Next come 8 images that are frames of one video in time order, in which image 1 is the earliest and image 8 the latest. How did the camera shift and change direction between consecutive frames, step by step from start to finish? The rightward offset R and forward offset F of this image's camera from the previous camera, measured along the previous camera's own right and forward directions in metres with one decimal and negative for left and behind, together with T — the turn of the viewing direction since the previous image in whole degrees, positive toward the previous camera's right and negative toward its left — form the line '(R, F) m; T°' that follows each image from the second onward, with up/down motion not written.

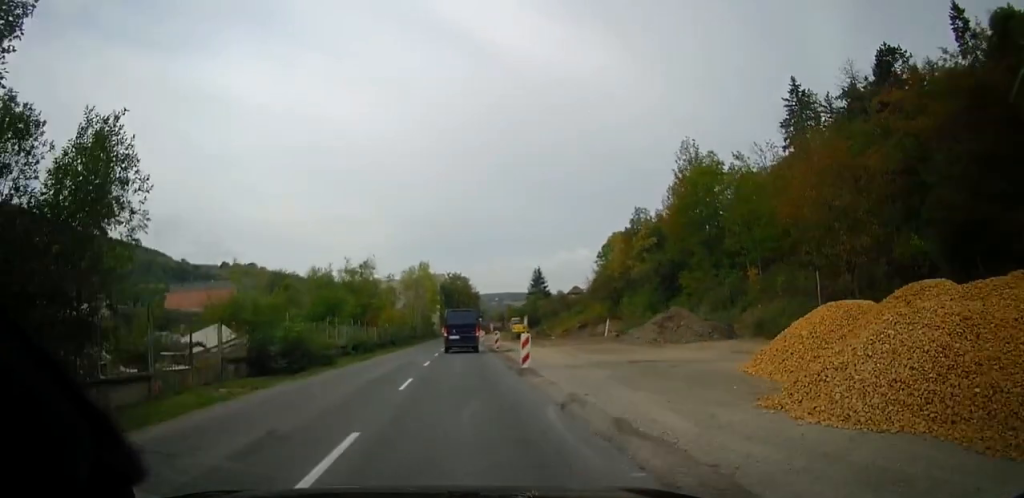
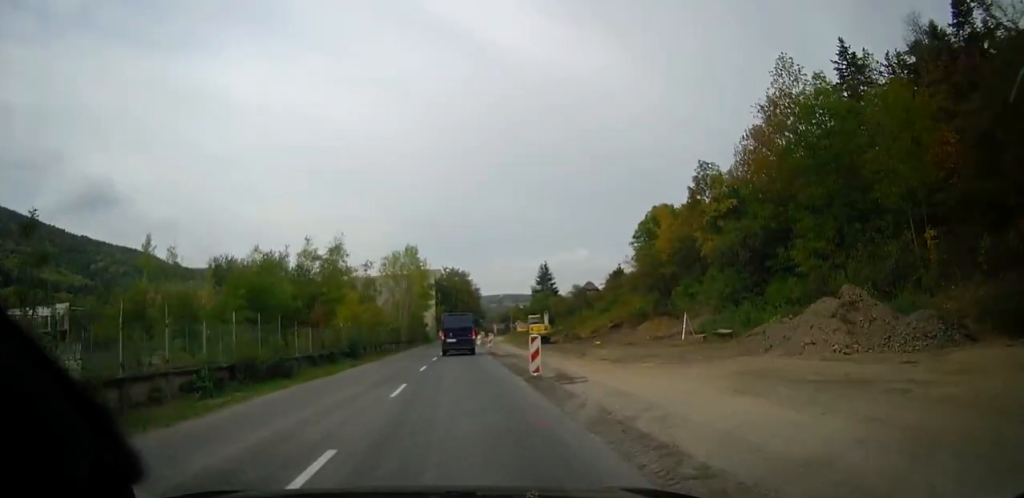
(0.0, +18.7) m; 0°
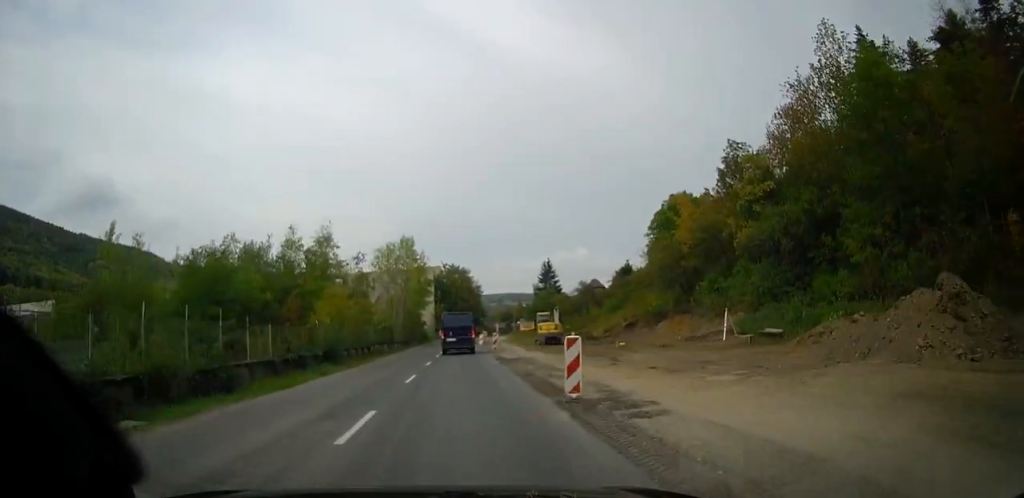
(0.0, +5.5) m; 0°
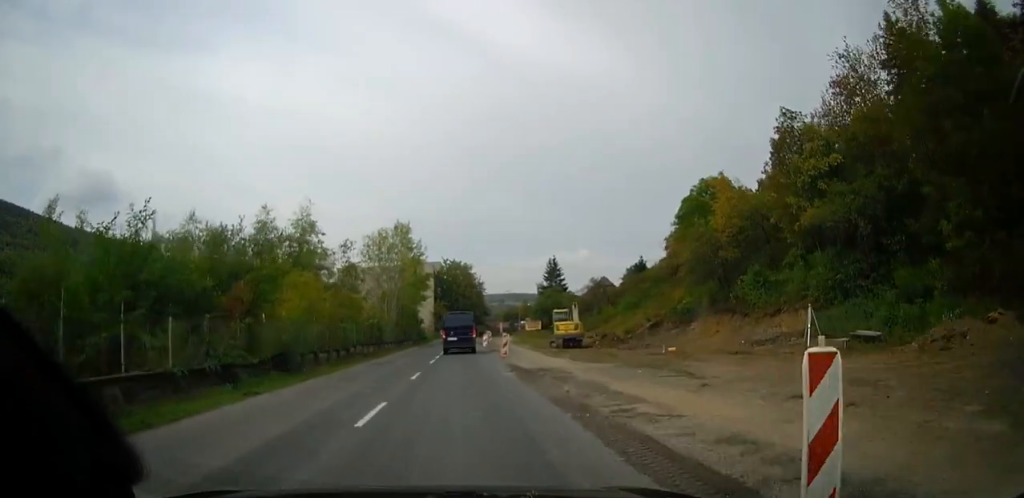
(0.0, +7.5) m; +1°
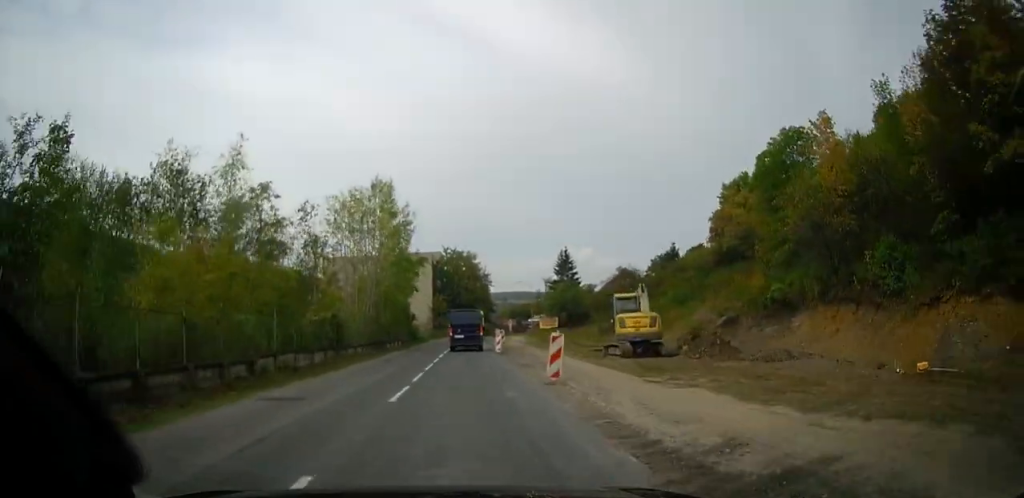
(+0.2, +14.7) m; 0°
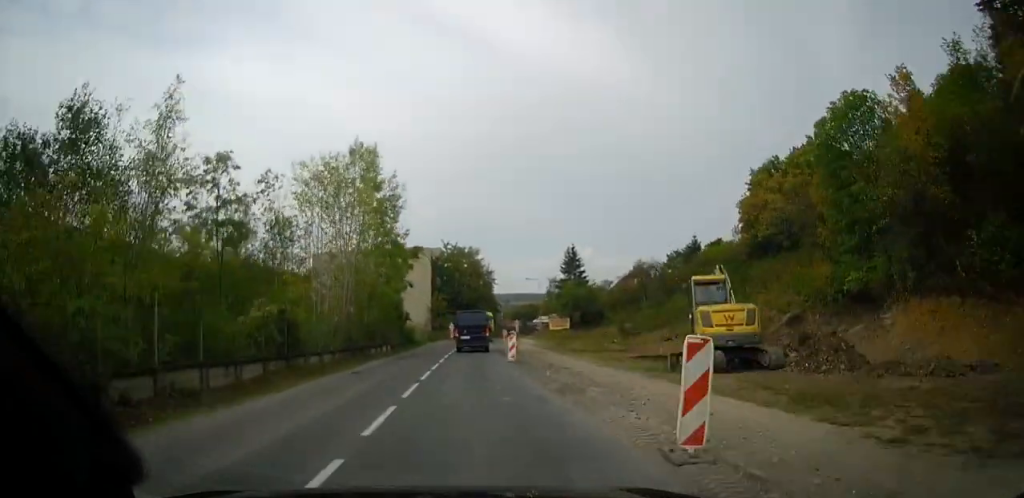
(-0.1, +8.1) m; -1°
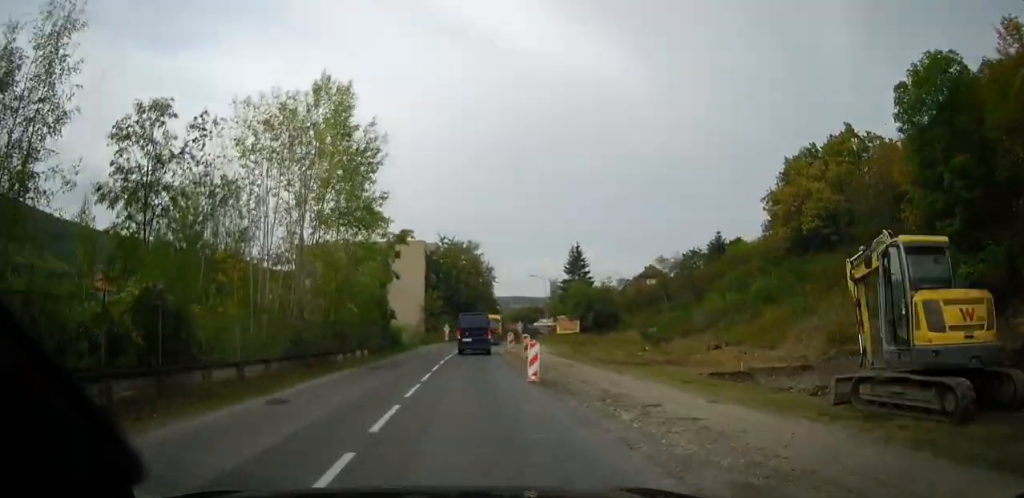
(-0.1, +8.5) m; 0°
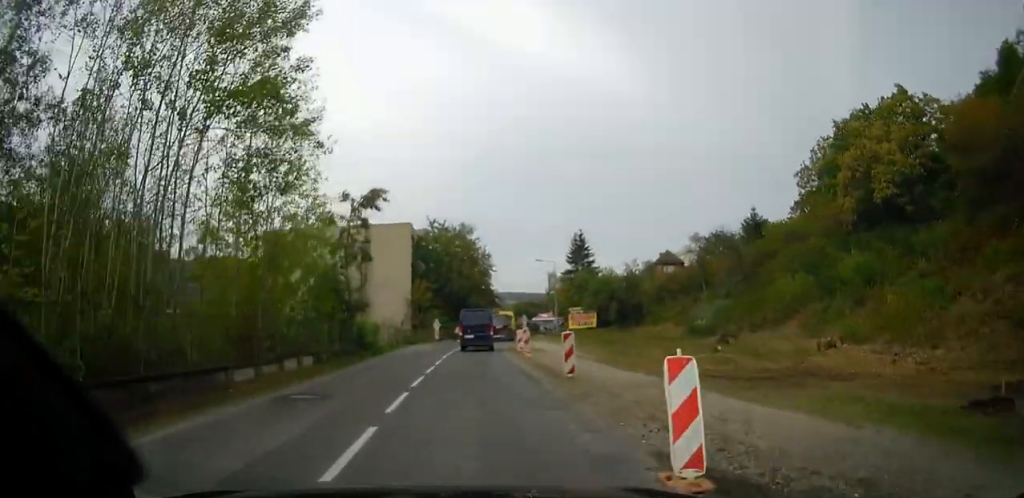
(0.0, +11.5) m; +1°
